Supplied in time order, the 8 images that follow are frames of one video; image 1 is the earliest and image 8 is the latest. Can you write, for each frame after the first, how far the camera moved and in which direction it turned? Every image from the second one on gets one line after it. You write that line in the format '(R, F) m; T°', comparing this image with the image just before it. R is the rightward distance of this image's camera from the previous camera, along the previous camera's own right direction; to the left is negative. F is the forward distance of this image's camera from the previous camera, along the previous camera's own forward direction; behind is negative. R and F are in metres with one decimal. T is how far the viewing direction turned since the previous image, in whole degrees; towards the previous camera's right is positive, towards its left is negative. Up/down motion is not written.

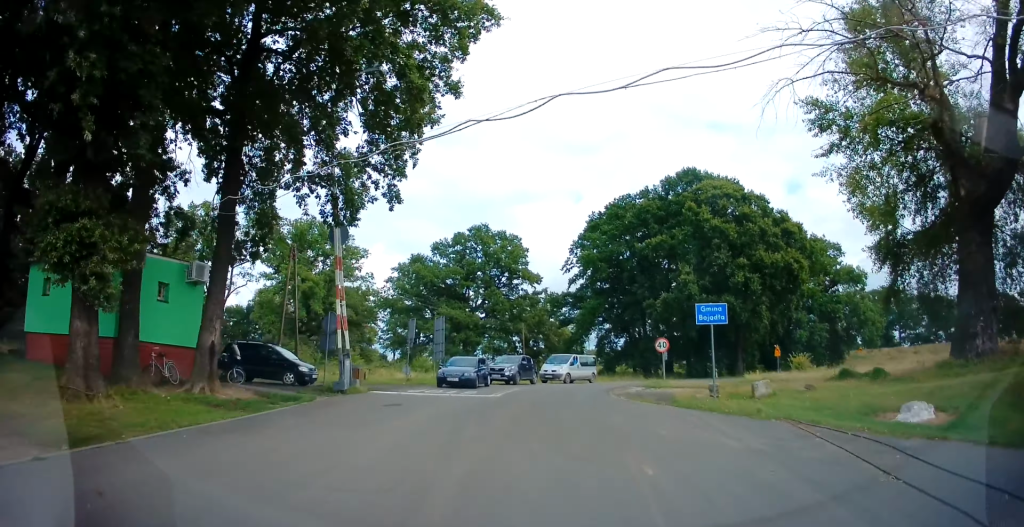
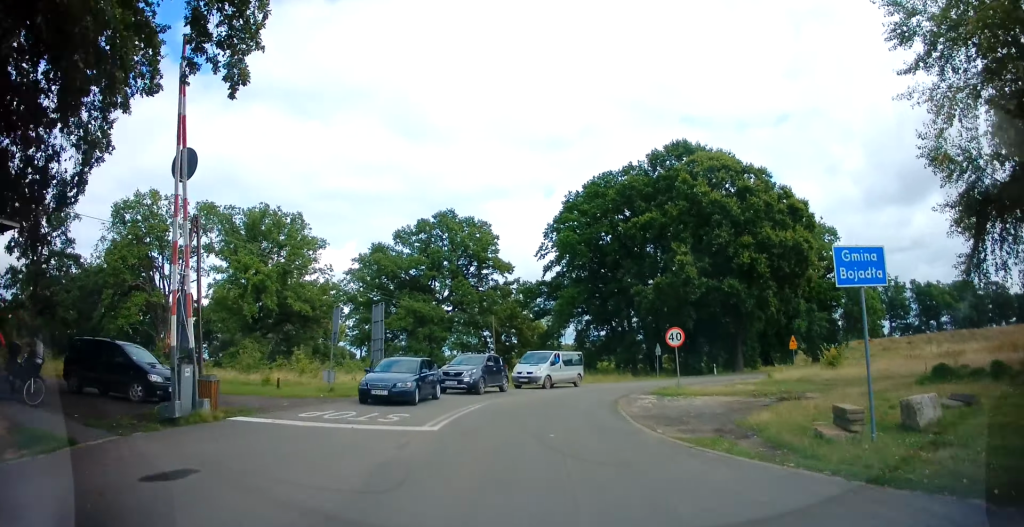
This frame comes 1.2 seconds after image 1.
(+0.6, +8.5) m; +5°
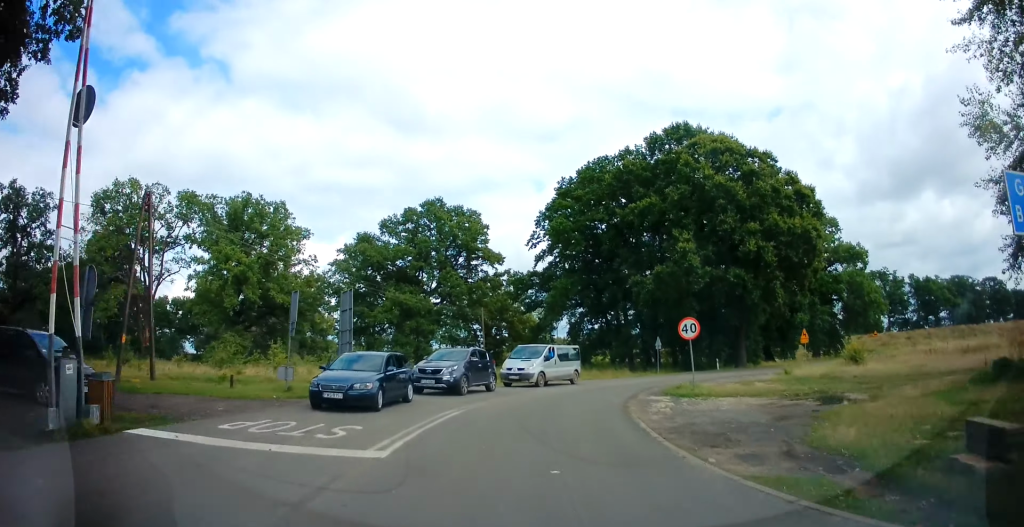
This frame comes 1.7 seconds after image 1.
(0.0, +3.5) m; 0°
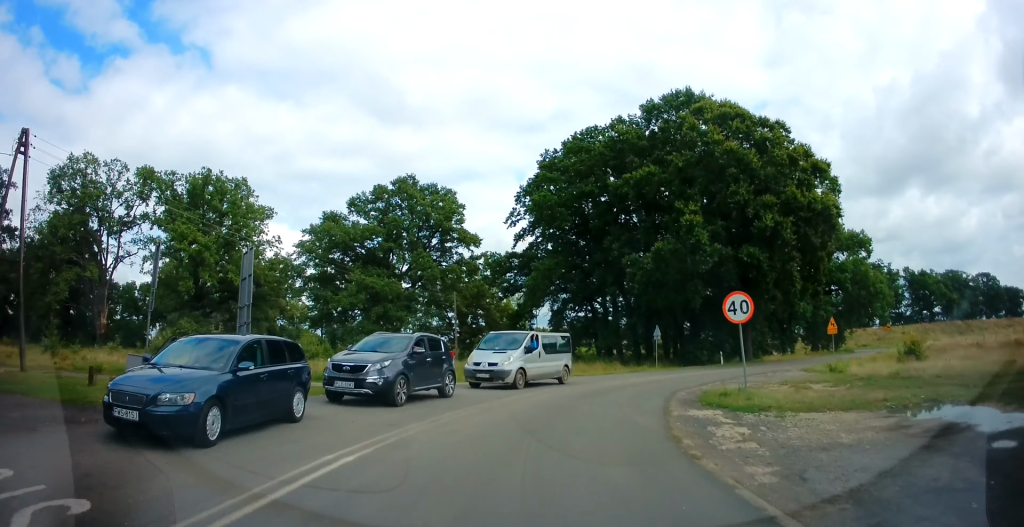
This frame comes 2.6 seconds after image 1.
(0.0, +6.8) m; +1°
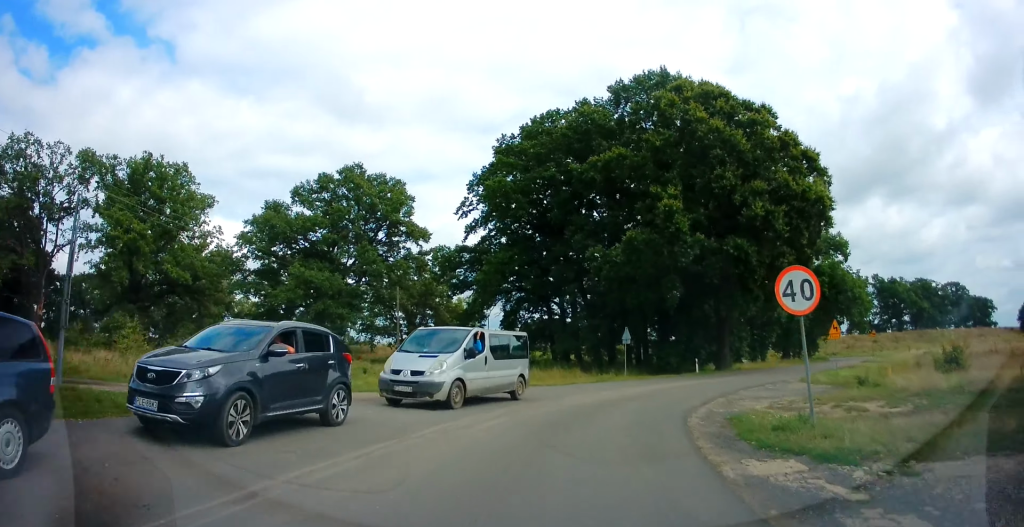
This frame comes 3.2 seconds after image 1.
(-0.2, +5.6) m; +4°
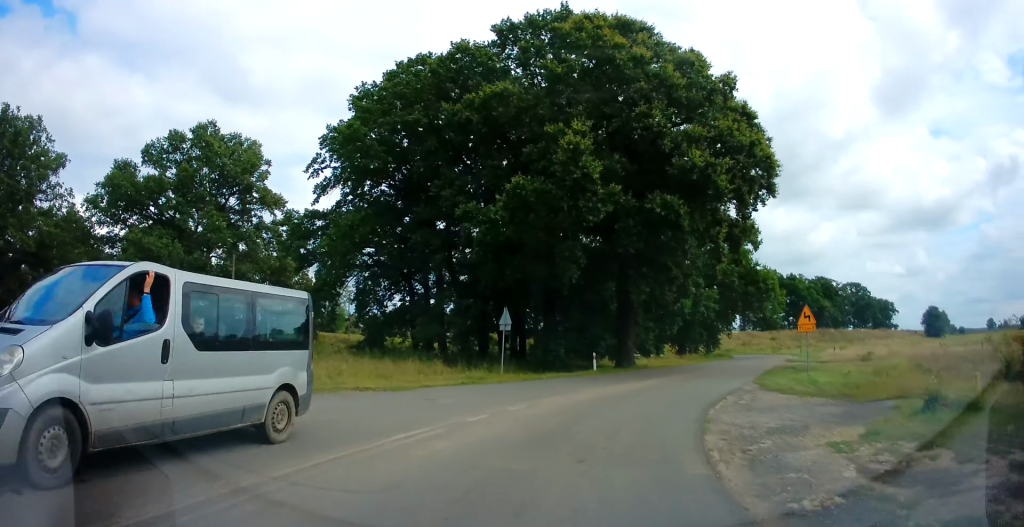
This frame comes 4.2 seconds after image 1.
(+0.8, +8.8) m; +14°
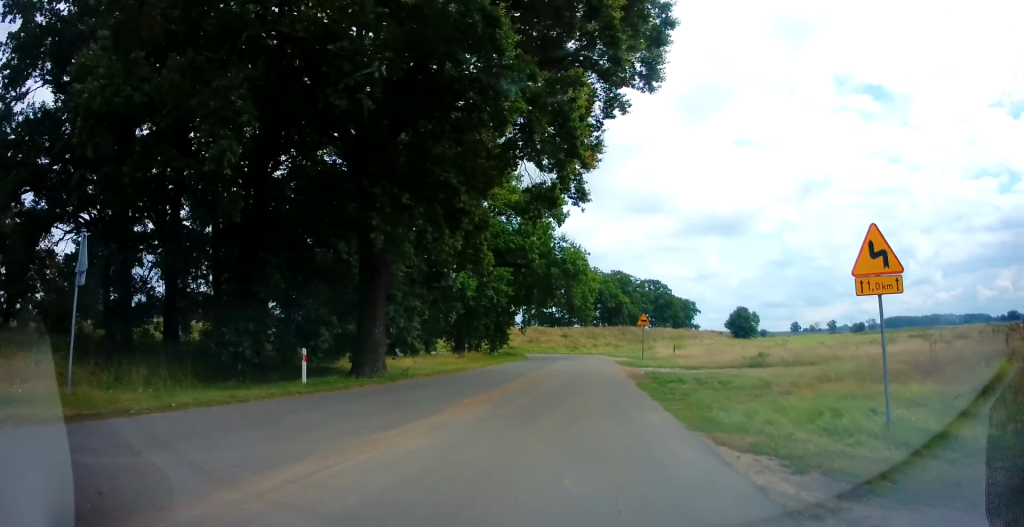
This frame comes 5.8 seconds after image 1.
(+3.2, +14.9) m; +18°
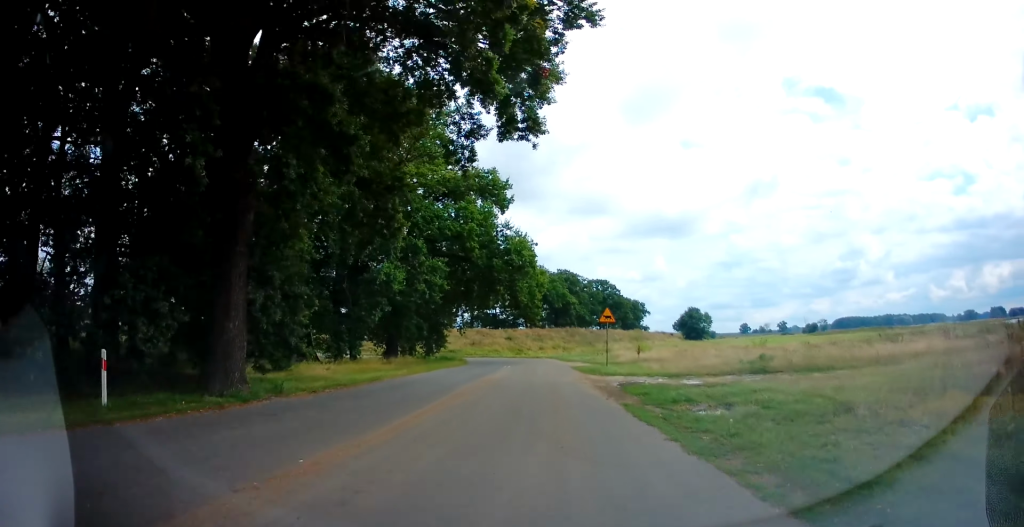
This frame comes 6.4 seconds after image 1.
(+0.2, +6.6) m; +4°
